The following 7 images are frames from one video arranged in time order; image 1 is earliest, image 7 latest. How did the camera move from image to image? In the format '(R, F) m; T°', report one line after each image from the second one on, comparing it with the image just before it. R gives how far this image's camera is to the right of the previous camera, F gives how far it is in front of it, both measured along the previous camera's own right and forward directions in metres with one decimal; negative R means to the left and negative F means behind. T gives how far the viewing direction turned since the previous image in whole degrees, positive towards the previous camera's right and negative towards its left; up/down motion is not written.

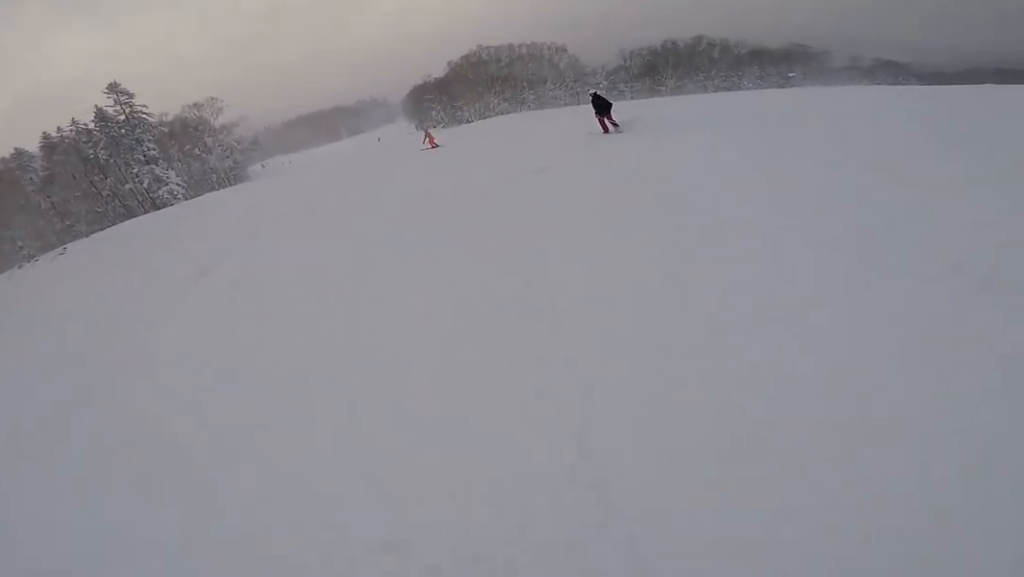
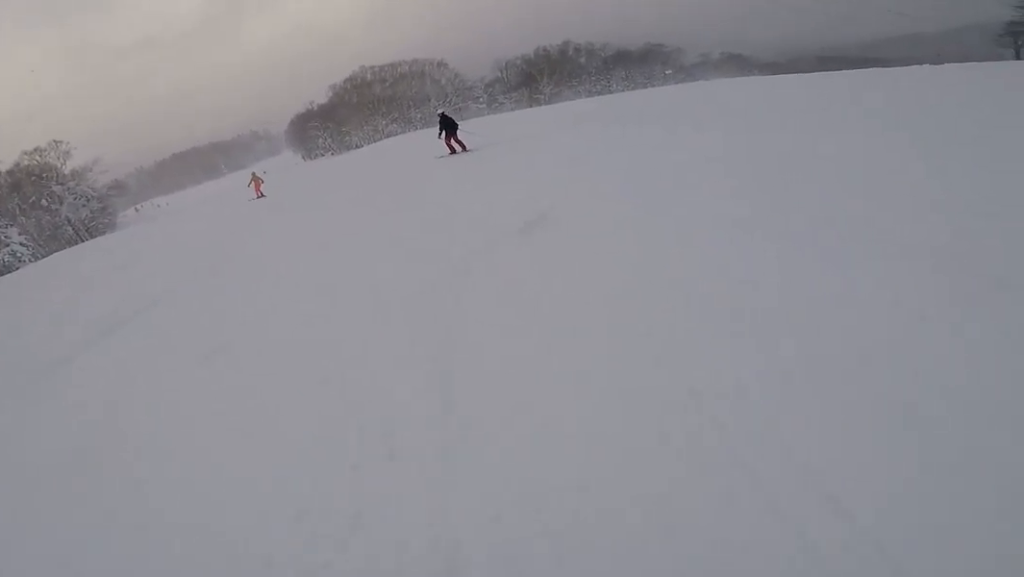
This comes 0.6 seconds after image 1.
(+0.3, +4.3) m; +8°
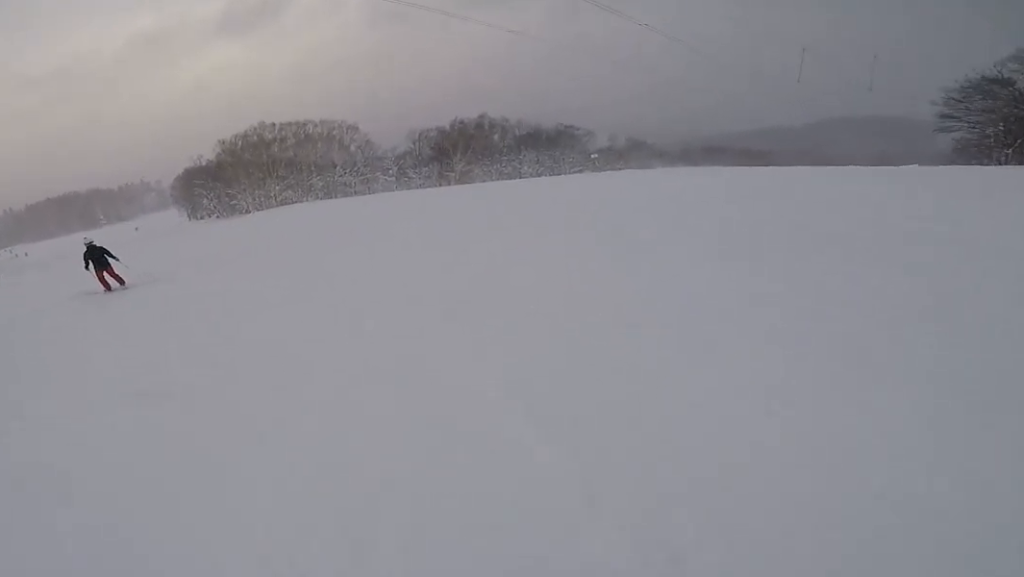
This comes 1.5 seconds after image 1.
(+0.8, +7.8) m; +11°
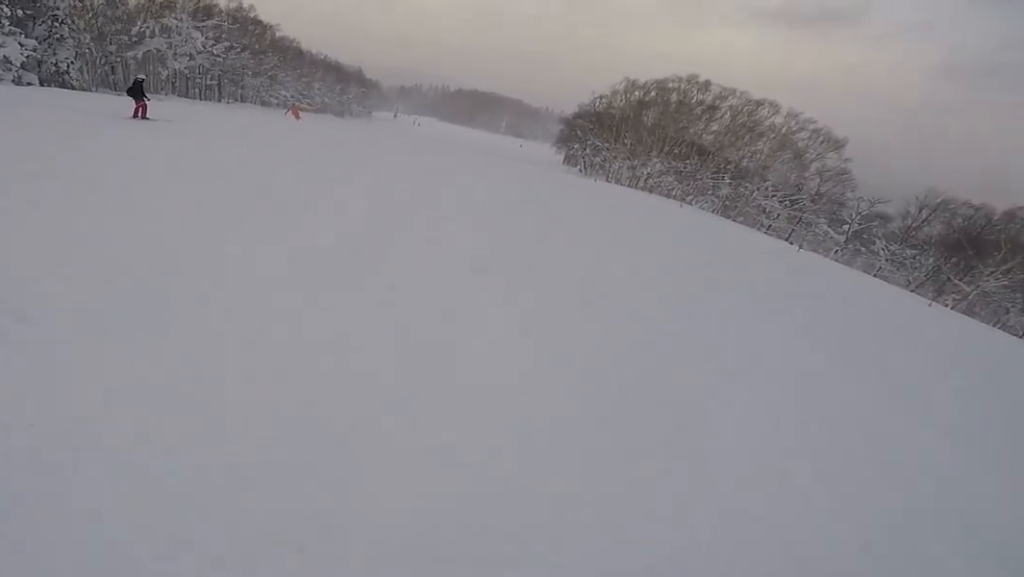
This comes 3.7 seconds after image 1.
(-2.0, +19.0) m; -26°
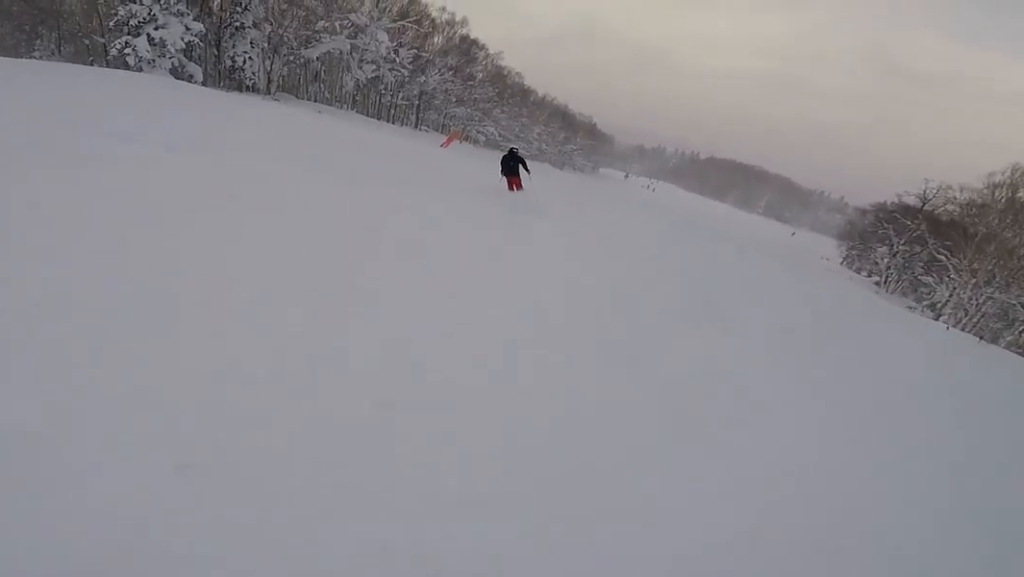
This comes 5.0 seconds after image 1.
(-1.9, +11.3) m; -24°
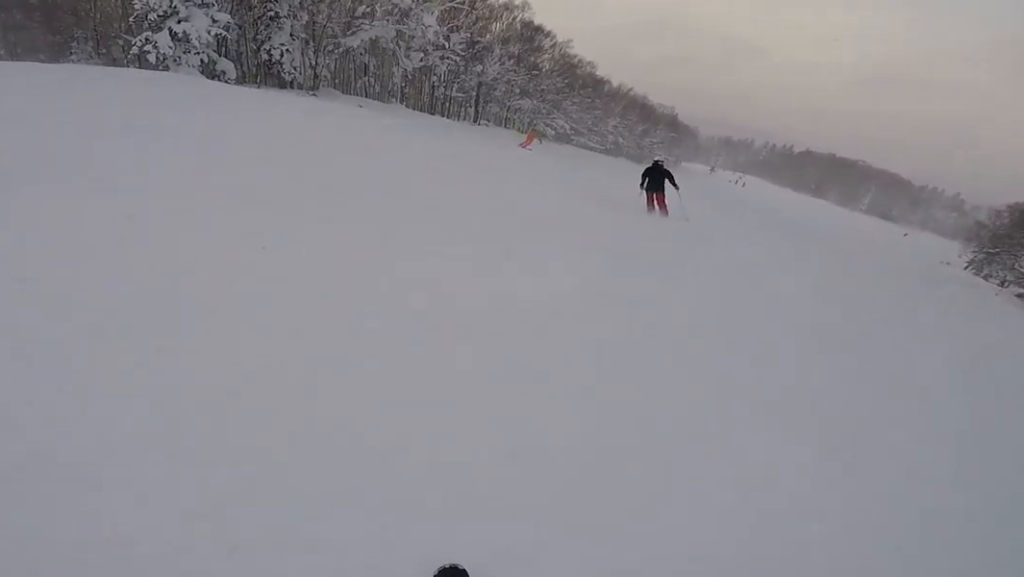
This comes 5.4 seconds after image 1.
(-0.2, +3.4) m; -8°
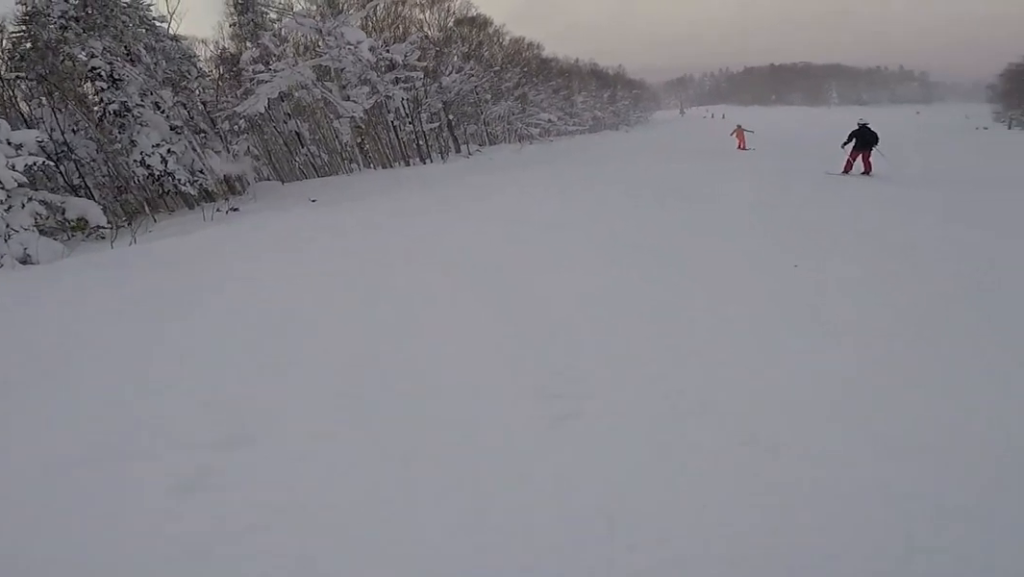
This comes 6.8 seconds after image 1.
(-3.0, +11.4) m; -10°
